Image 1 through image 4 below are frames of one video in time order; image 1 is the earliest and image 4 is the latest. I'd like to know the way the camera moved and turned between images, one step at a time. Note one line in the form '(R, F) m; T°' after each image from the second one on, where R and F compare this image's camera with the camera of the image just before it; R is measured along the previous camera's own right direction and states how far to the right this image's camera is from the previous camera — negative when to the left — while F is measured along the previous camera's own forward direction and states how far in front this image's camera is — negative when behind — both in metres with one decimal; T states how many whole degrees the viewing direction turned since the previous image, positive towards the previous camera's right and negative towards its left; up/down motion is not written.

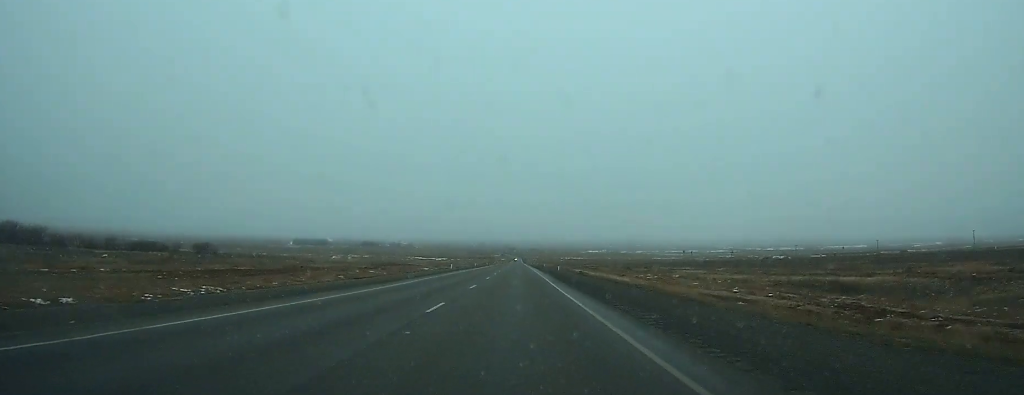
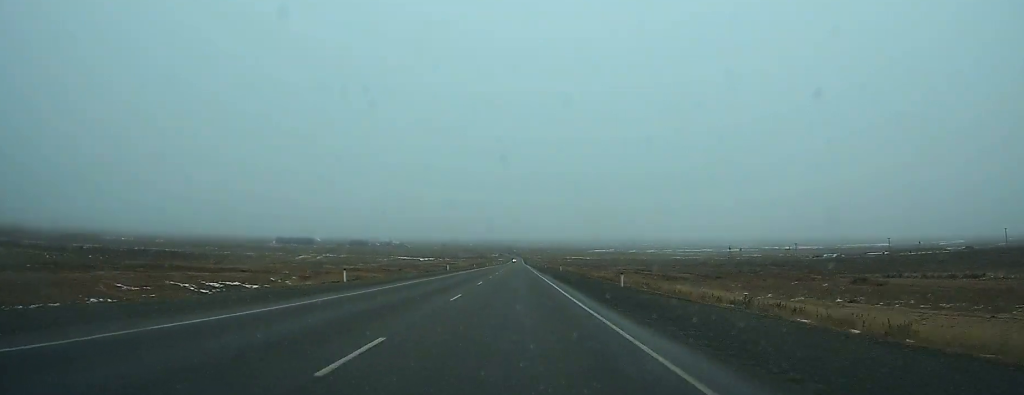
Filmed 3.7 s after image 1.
(0.0, +98.1) m; 0°
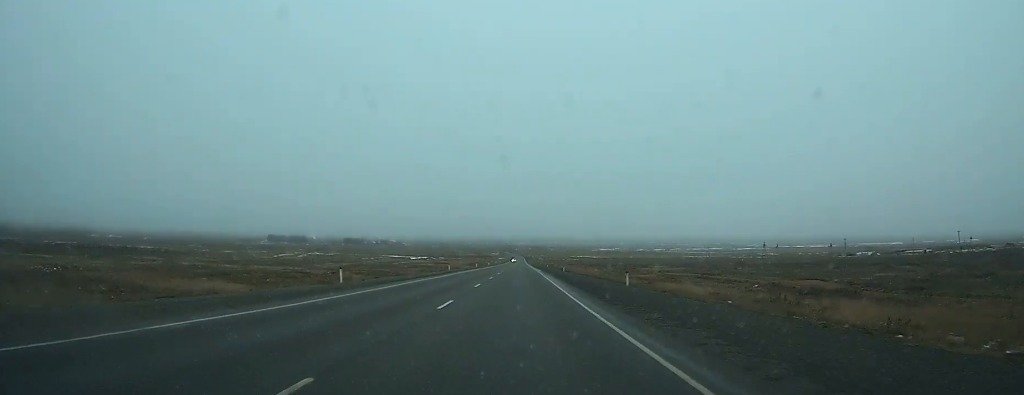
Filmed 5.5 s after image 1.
(-0.1, +47.9) m; 0°
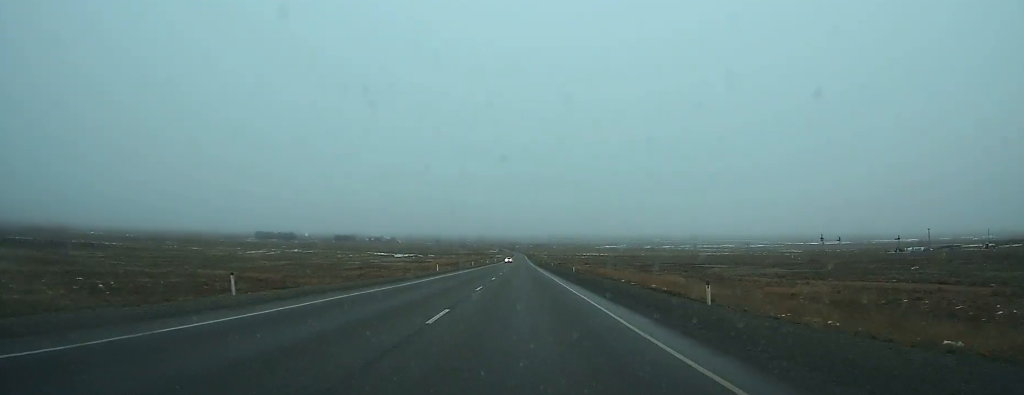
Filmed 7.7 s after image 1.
(0.0, +57.5) m; 0°
